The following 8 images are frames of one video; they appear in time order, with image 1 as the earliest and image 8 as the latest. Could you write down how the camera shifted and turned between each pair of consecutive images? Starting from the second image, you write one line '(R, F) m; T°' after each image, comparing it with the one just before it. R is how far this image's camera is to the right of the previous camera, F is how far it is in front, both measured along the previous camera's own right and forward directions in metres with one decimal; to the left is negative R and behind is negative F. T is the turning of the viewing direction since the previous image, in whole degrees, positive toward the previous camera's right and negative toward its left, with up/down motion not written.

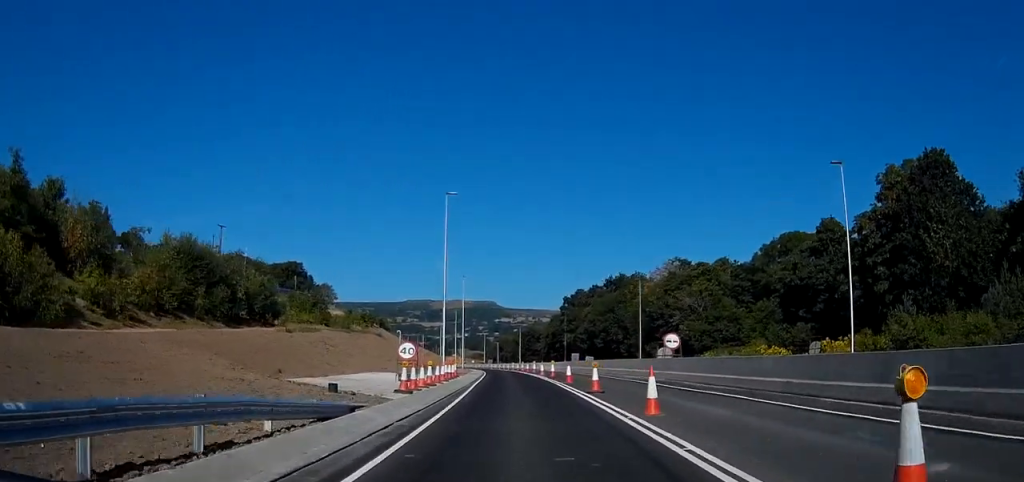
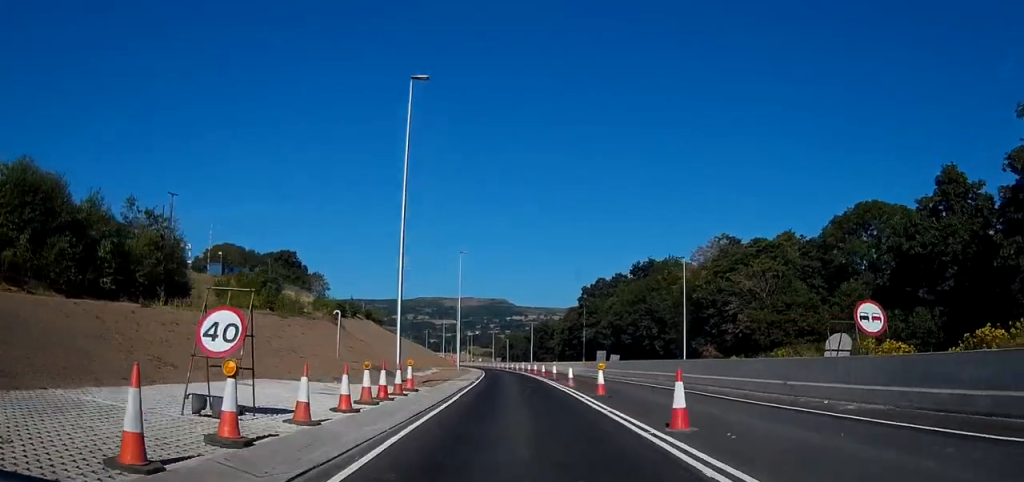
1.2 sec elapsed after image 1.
(-0.5, +21.5) m; -2°
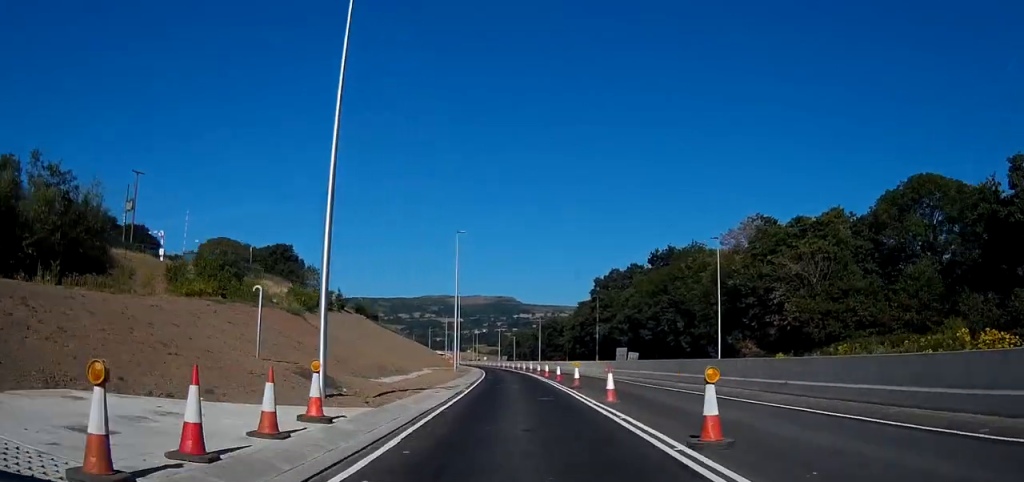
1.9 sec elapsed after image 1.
(-0.1, +11.6) m; 0°
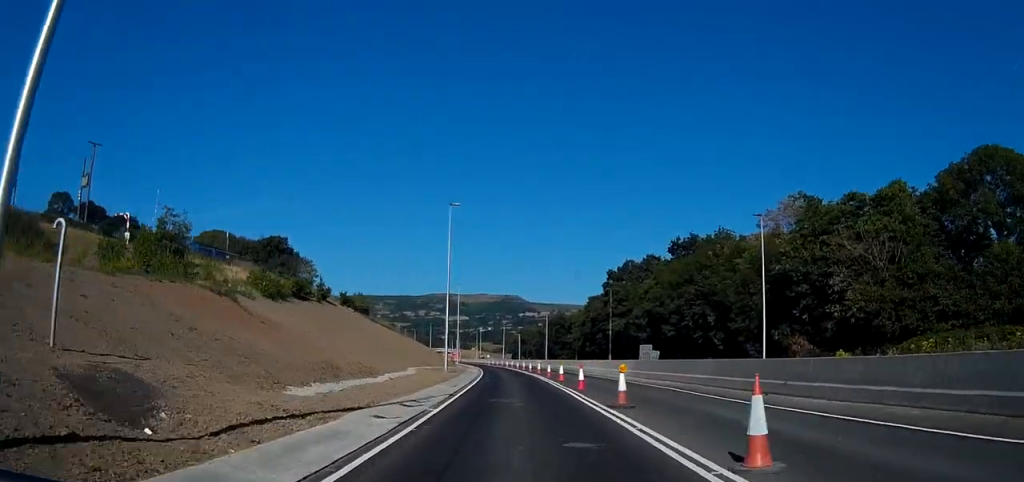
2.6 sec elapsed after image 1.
(0.0, +11.6) m; -1°
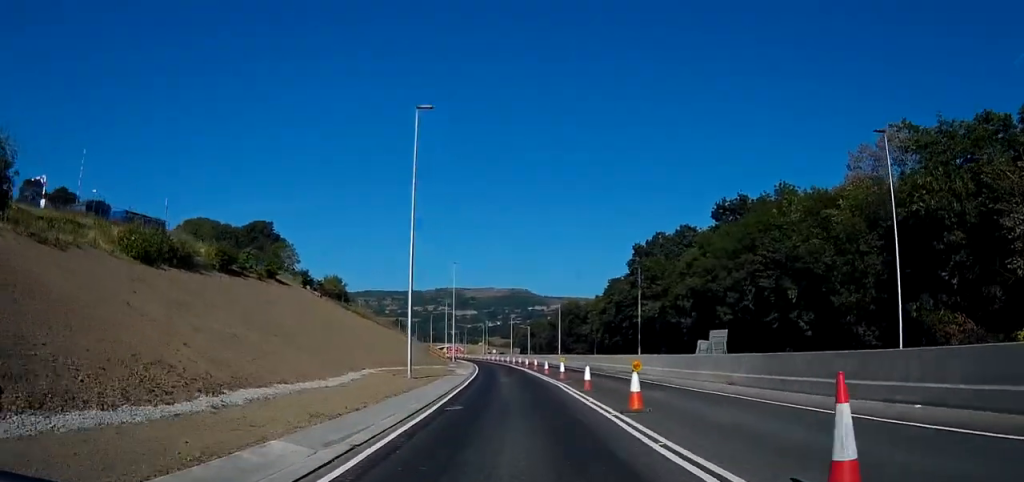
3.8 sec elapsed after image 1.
(-0.2, +20.8) m; -1°
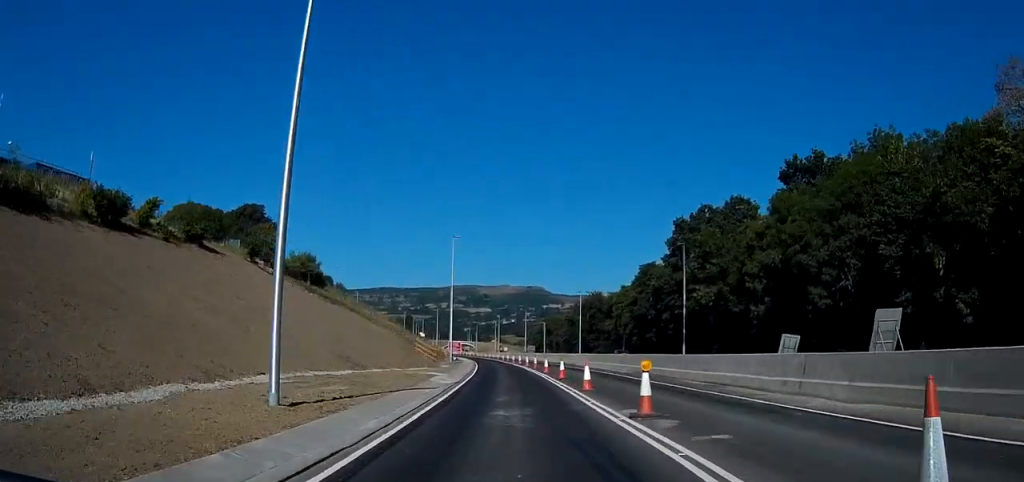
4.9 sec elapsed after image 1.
(-0.2, +19.2) m; -1°
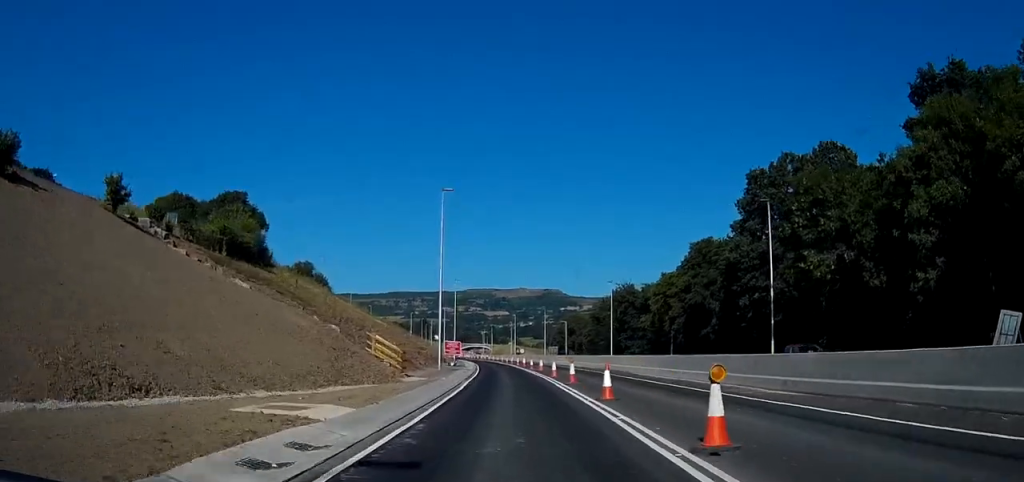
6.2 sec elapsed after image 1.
(-0.2, +23.3) m; -1°
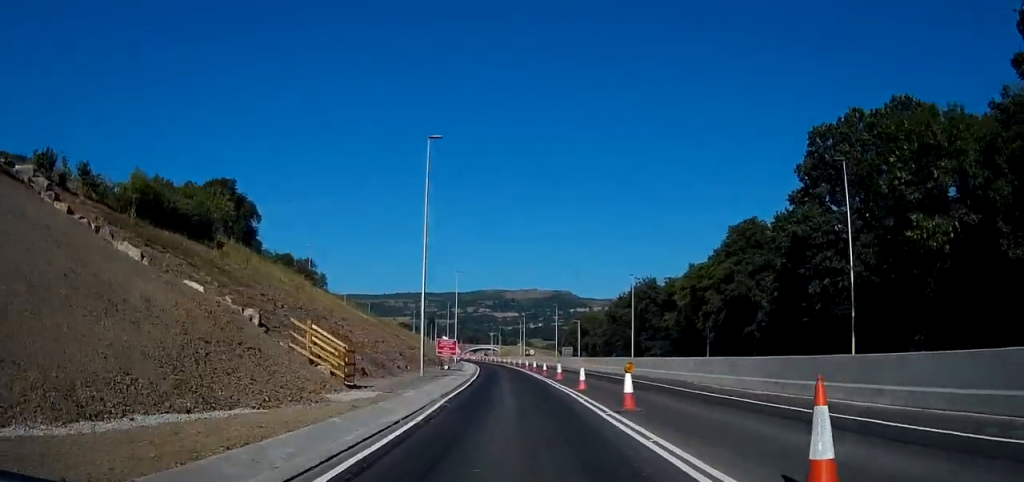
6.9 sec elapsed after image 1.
(0.0, +12.9) m; 0°
